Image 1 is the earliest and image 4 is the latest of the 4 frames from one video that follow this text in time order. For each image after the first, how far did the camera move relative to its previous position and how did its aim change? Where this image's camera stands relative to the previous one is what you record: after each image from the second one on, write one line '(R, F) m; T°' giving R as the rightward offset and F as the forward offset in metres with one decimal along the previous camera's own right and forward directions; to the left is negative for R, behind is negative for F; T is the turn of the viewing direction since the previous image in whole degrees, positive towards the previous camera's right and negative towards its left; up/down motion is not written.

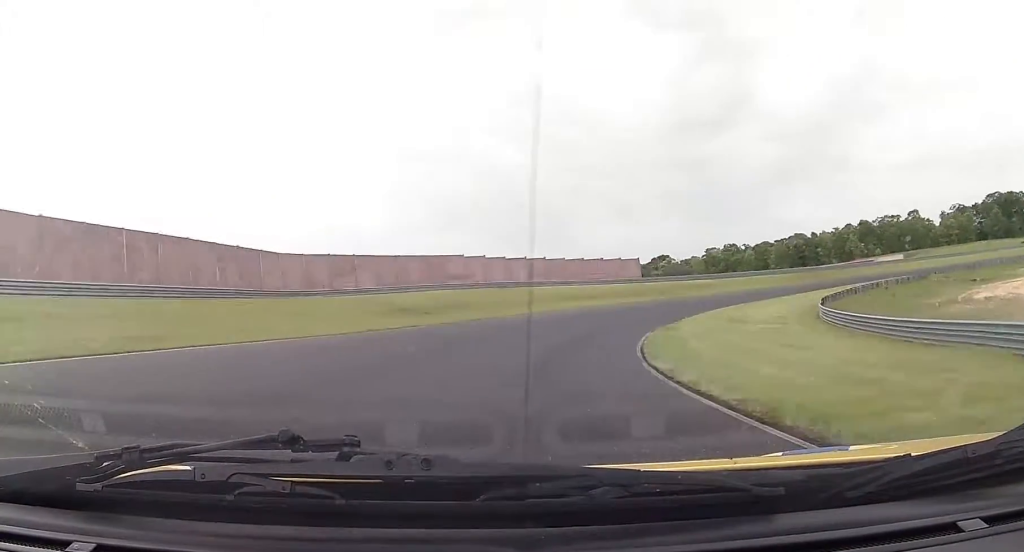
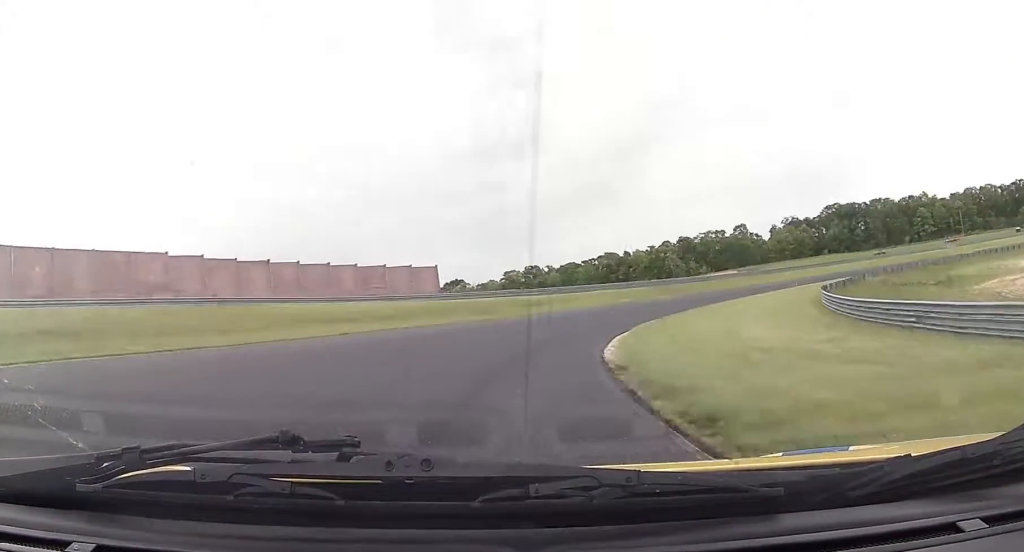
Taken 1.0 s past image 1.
(+4.3, +30.3) m; +17°
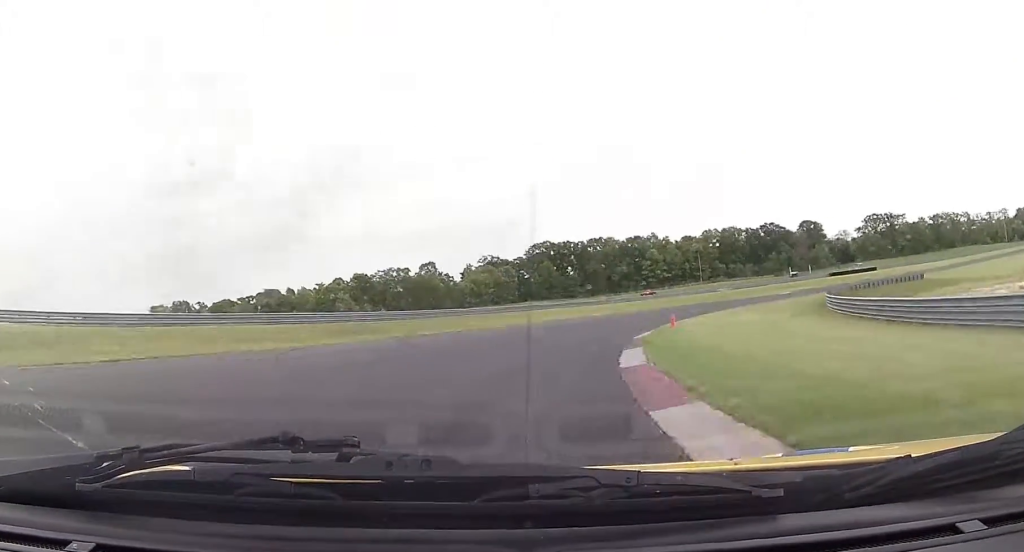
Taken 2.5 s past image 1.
(+9.6, +45.2) m; +27°
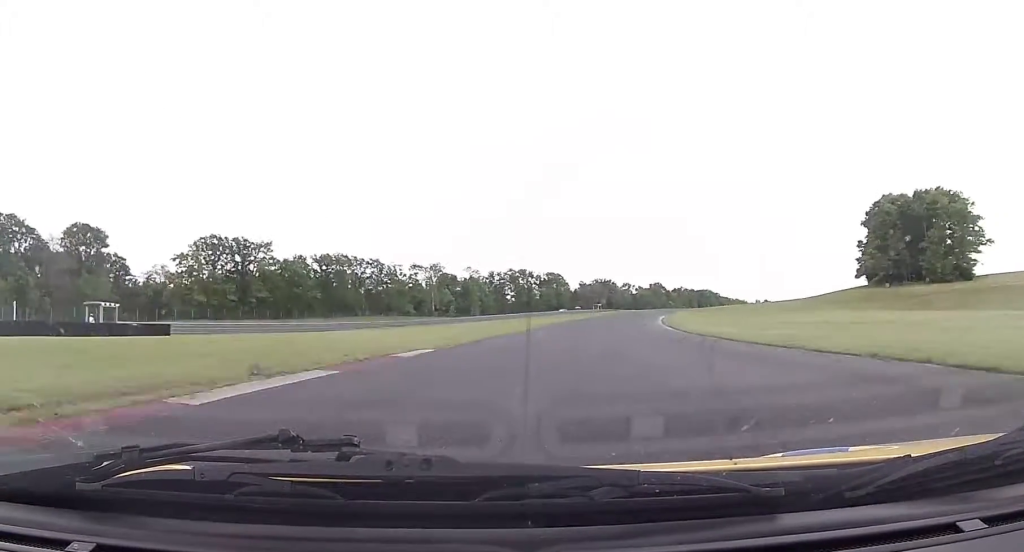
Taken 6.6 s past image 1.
(+74.5, +112.4) m; +55°
